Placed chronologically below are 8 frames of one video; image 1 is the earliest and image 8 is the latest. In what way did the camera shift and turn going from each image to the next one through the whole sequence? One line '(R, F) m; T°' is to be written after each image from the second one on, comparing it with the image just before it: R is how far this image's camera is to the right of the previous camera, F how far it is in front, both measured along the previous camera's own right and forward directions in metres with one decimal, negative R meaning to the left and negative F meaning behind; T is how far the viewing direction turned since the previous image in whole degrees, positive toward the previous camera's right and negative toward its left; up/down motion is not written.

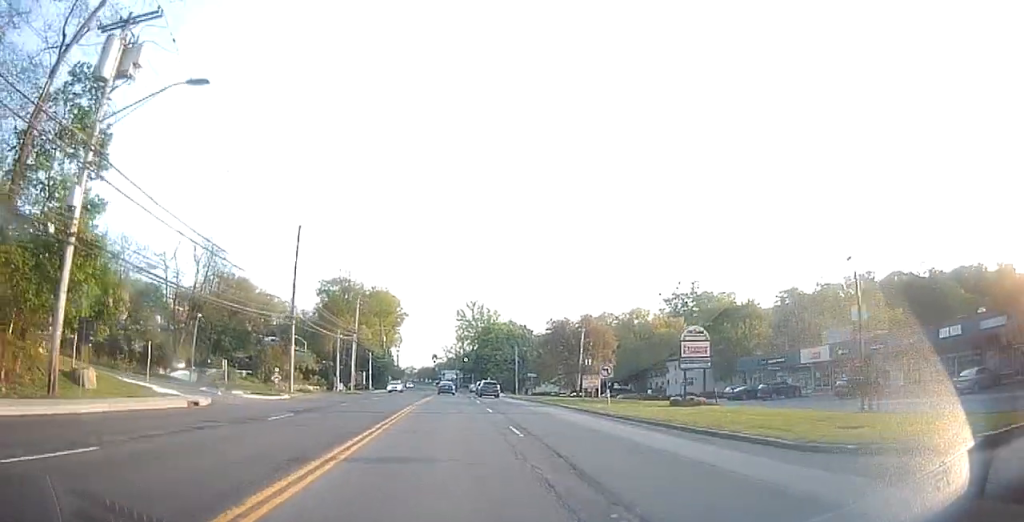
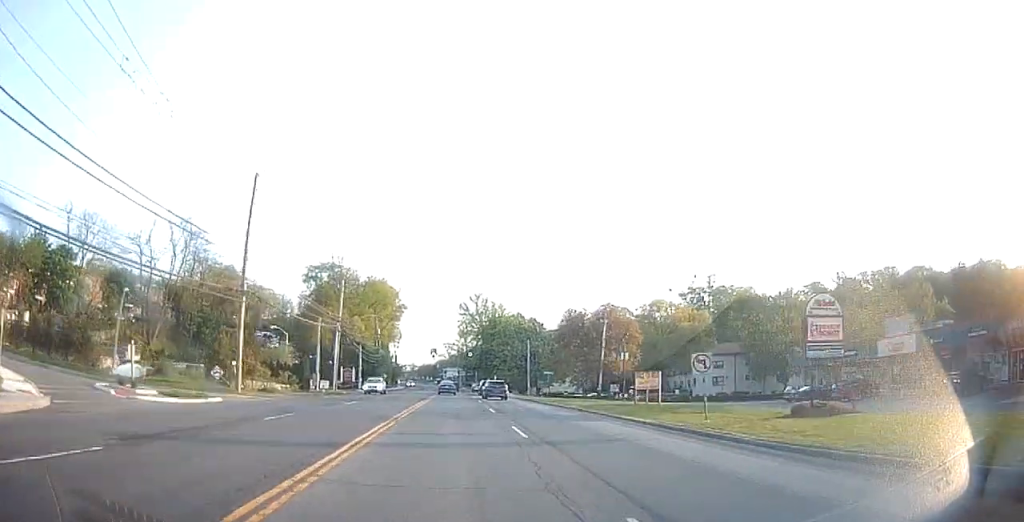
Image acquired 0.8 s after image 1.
(-0.2, +12.8) m; 0°
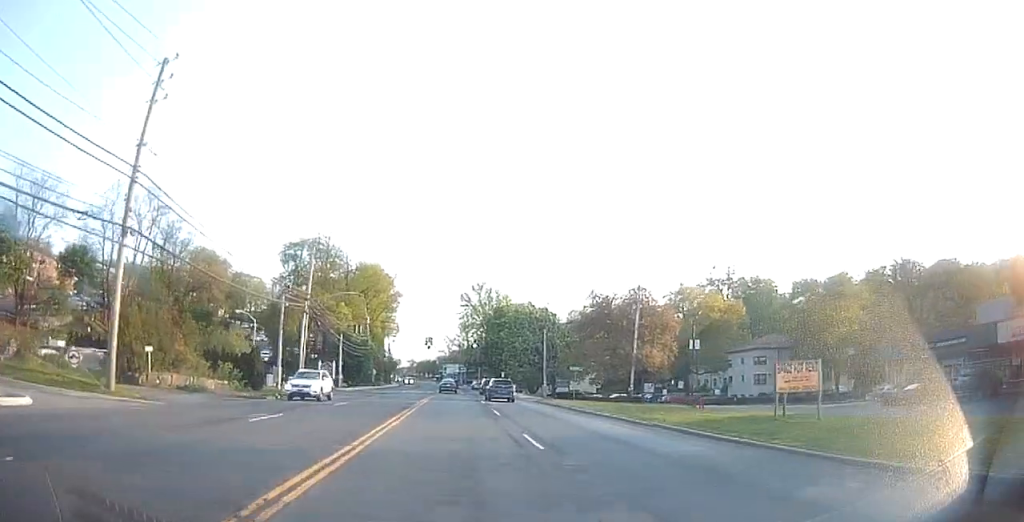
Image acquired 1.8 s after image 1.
(+0.1, +14.8) m; +1°
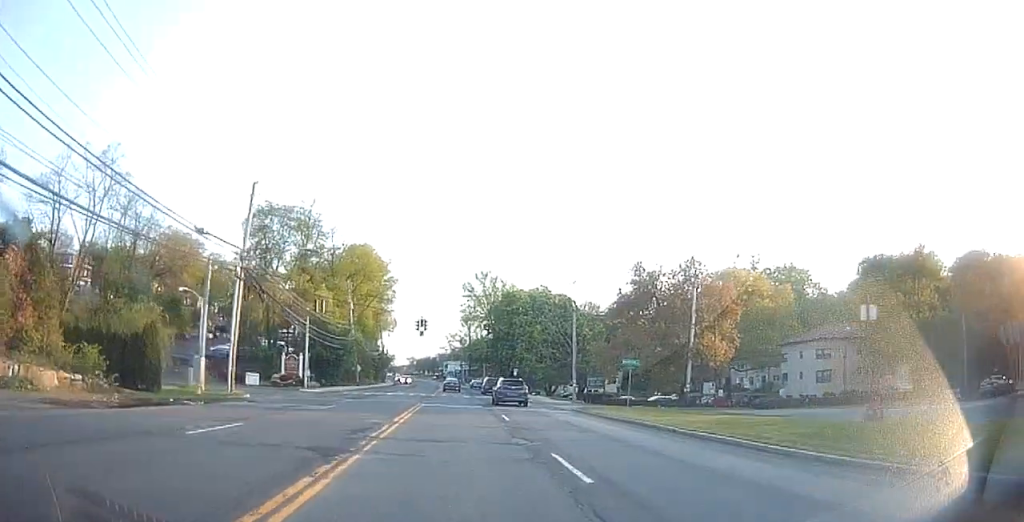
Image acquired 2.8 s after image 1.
(+0.3, +16.4) m; 0°
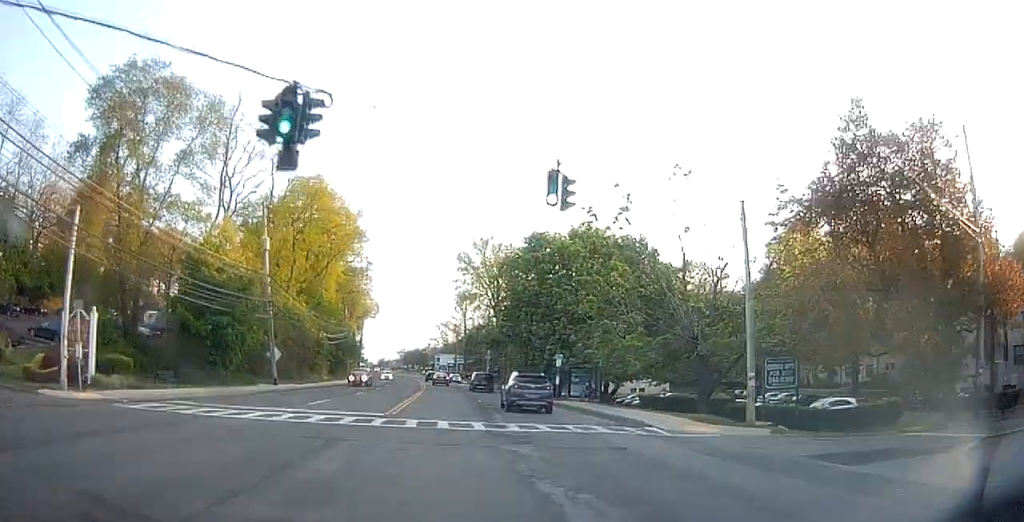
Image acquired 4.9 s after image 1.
(-0.2, +33.9) m; -1°
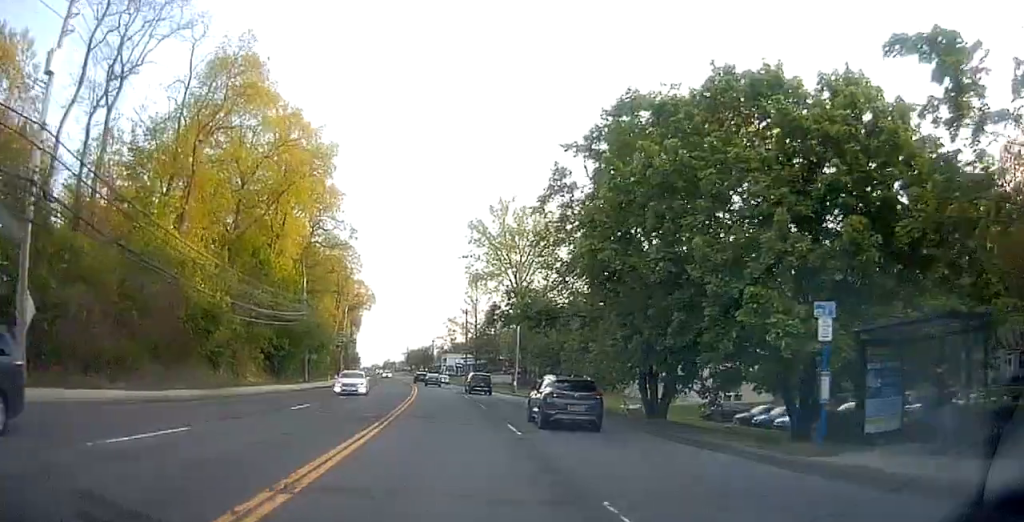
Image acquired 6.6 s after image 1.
(-0.4, +28.9) m; 0°
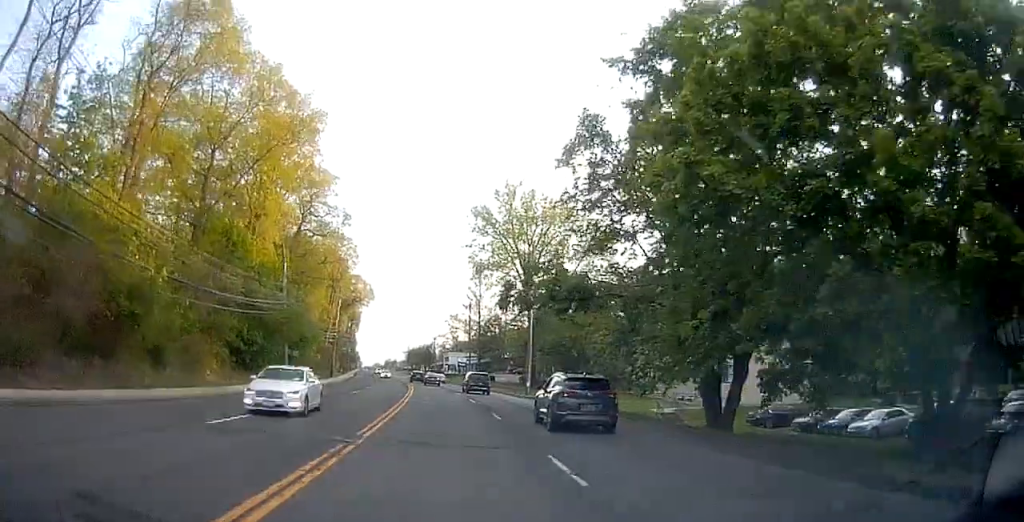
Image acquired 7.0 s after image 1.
(+0.1, +7.8) m; 0°
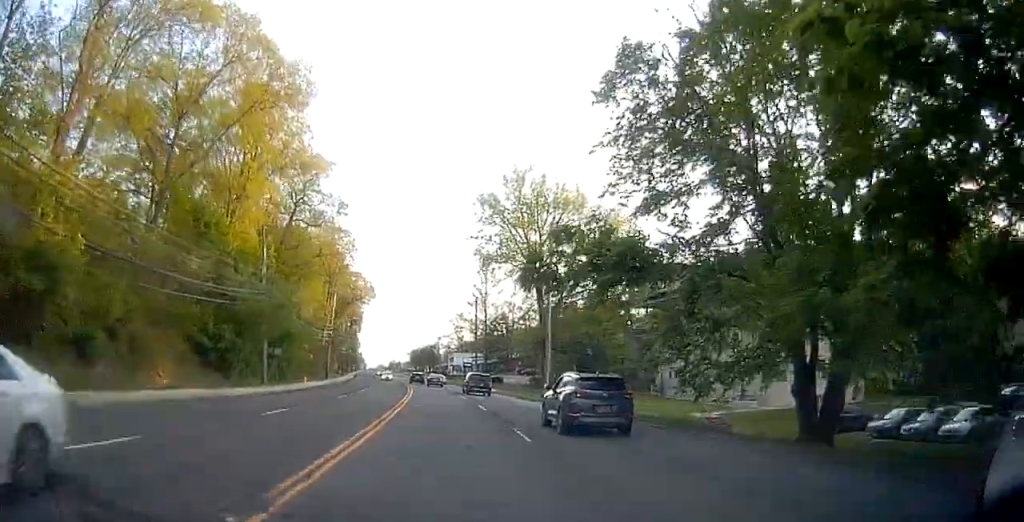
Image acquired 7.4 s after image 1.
(0.0, +7.0) m; -1°
